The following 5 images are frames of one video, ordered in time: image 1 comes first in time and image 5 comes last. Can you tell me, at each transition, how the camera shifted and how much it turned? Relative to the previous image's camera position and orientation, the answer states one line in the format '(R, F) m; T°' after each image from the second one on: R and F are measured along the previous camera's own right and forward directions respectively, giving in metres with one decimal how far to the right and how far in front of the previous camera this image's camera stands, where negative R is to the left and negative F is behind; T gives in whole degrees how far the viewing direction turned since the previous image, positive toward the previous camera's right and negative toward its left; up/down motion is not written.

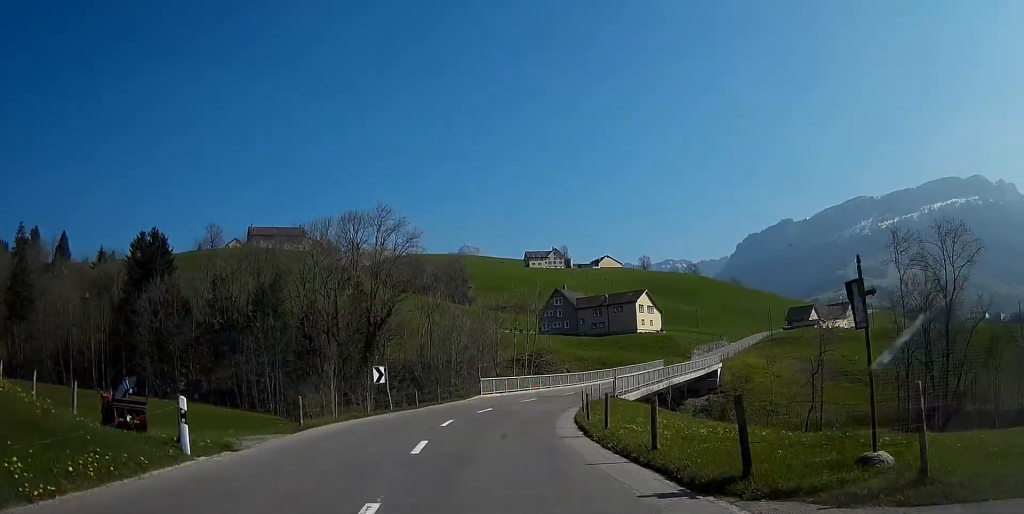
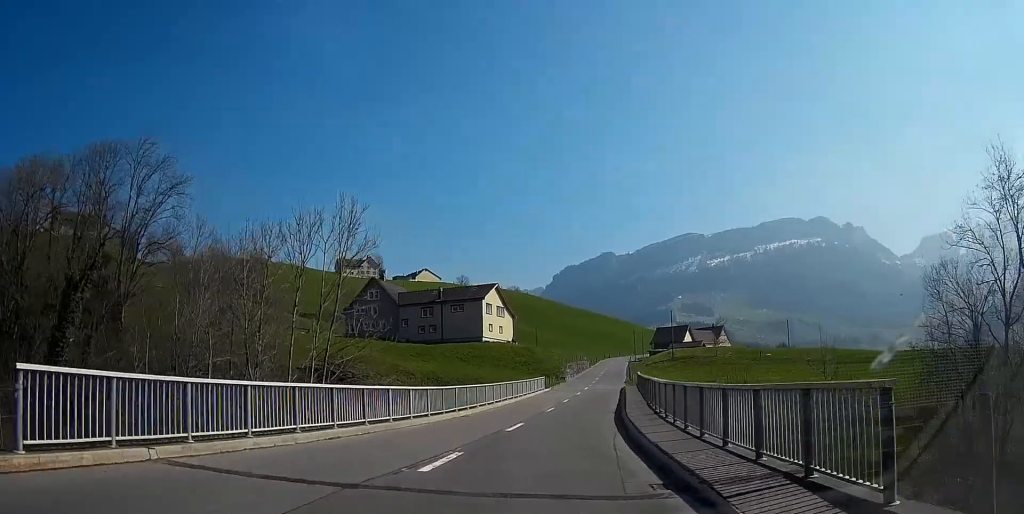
(+4.1, +36.4) m; +16°
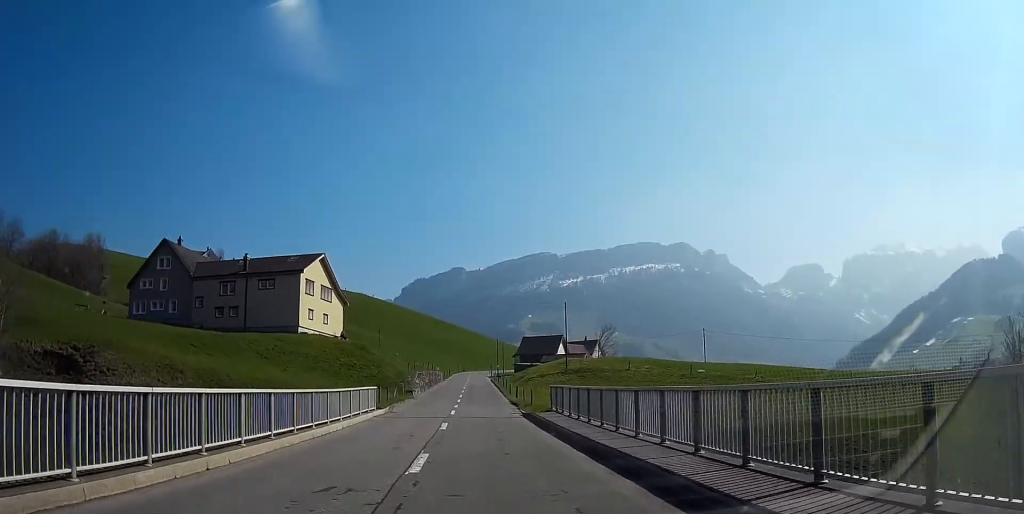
(+2.8, +26.9) m; +9°
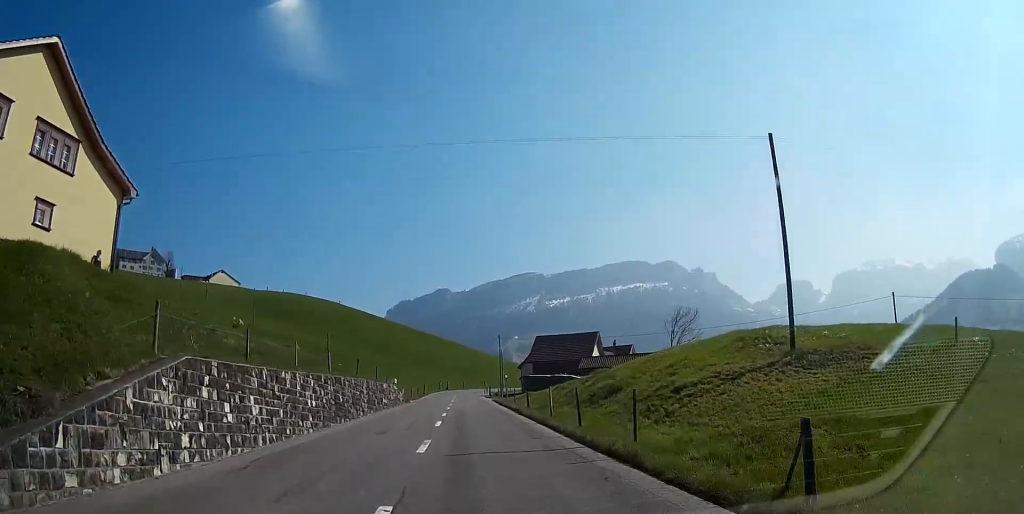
(+1.1, +48.4) m; +1°
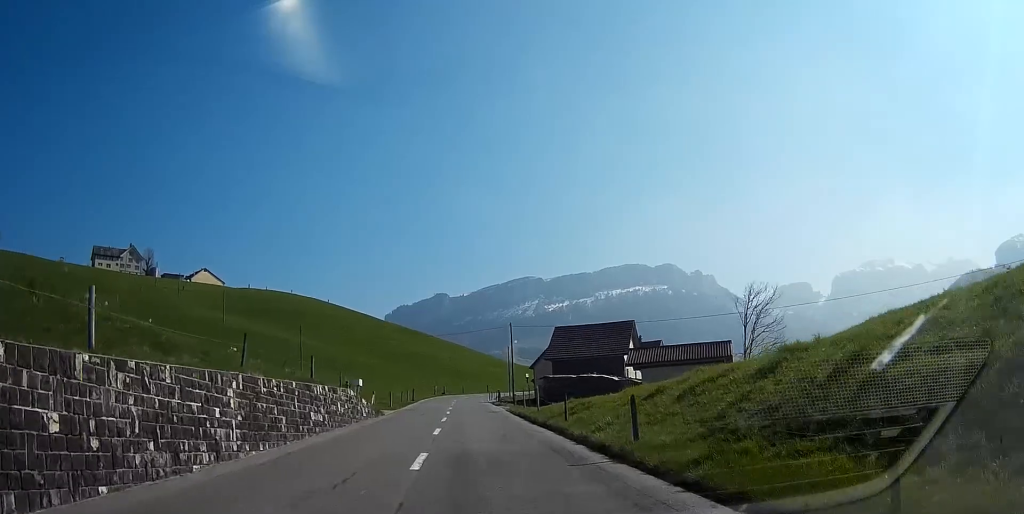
(+0.1, +19.1) m; 0°
